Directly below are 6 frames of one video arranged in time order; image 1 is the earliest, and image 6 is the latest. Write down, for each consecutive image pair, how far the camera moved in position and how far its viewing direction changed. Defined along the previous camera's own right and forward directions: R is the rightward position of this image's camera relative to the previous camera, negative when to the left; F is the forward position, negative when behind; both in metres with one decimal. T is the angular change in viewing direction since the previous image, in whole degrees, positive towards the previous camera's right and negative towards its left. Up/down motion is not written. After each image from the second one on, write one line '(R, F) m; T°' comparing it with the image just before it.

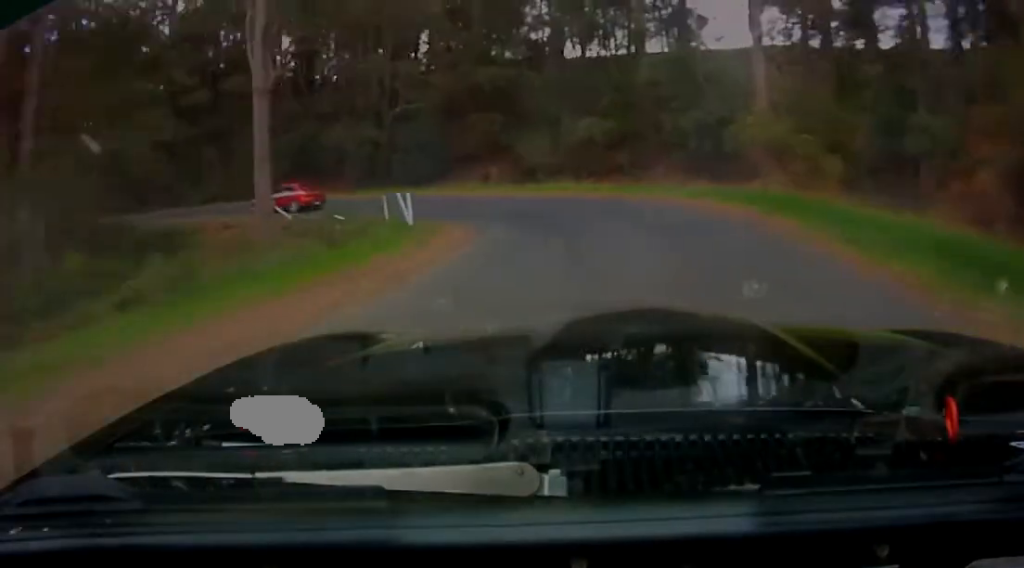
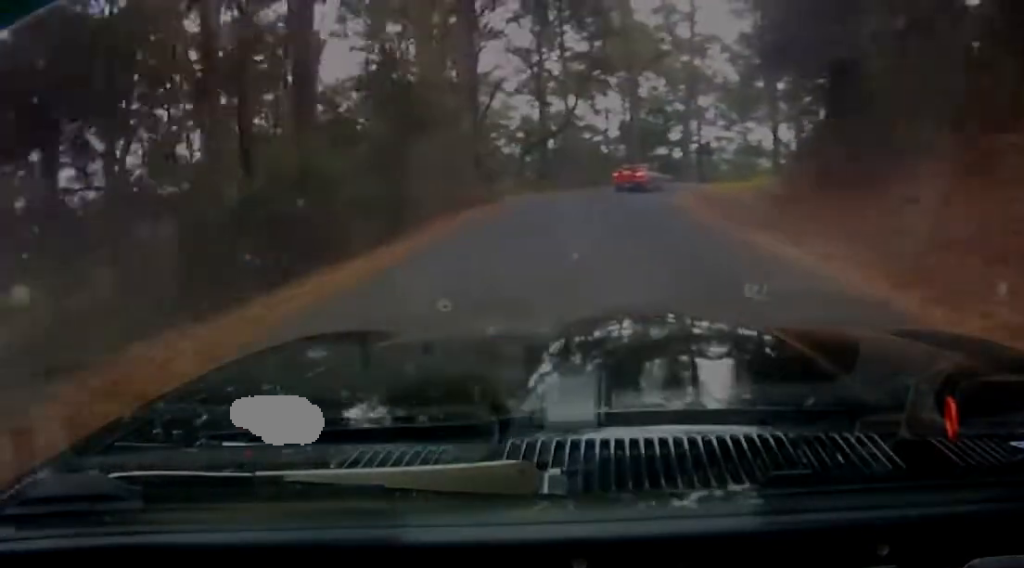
(-13.2, +74.9) m; -56°
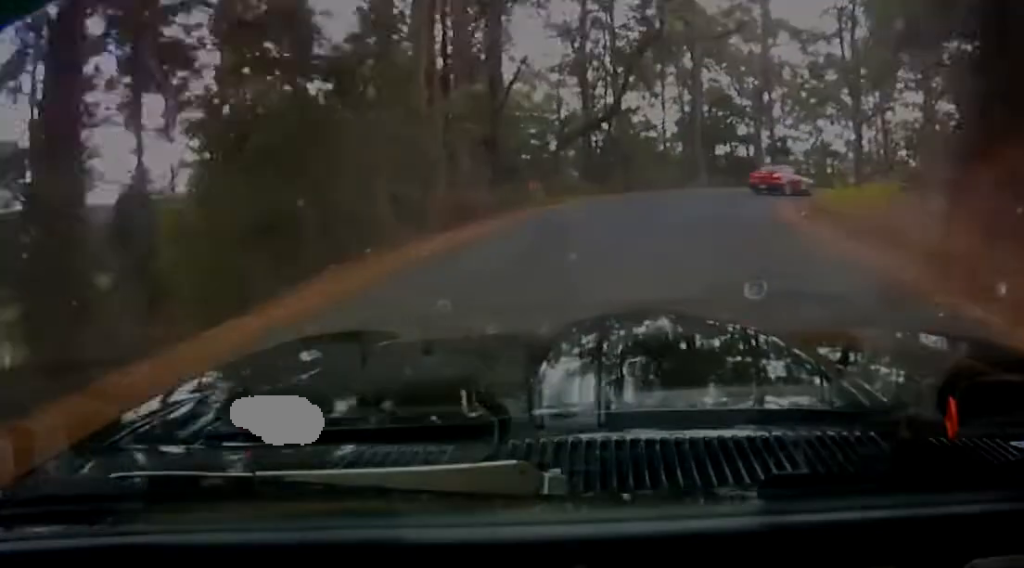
(-3.8, +9.1) m; -20°
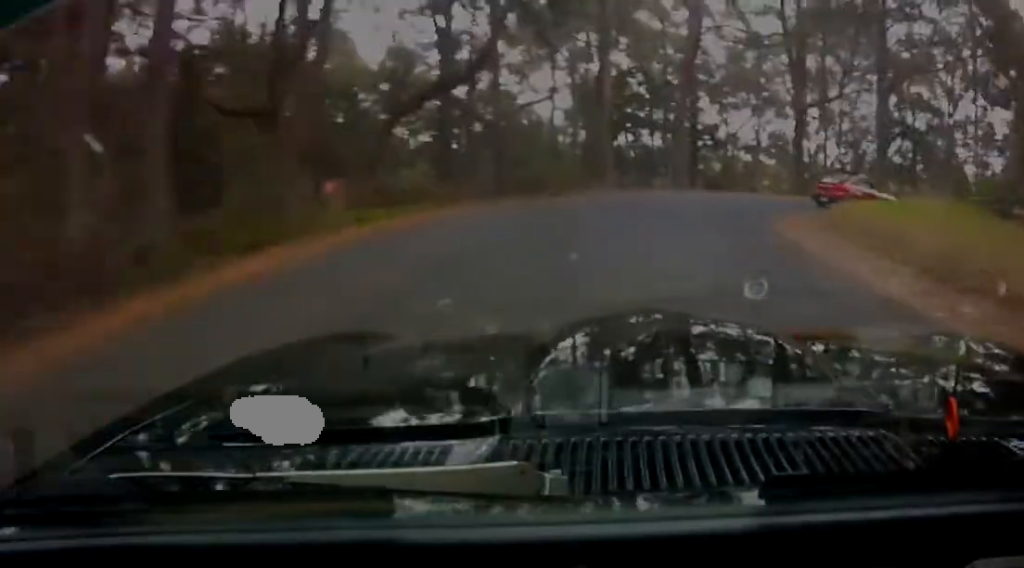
(-2.6, +11.9) m; -20°
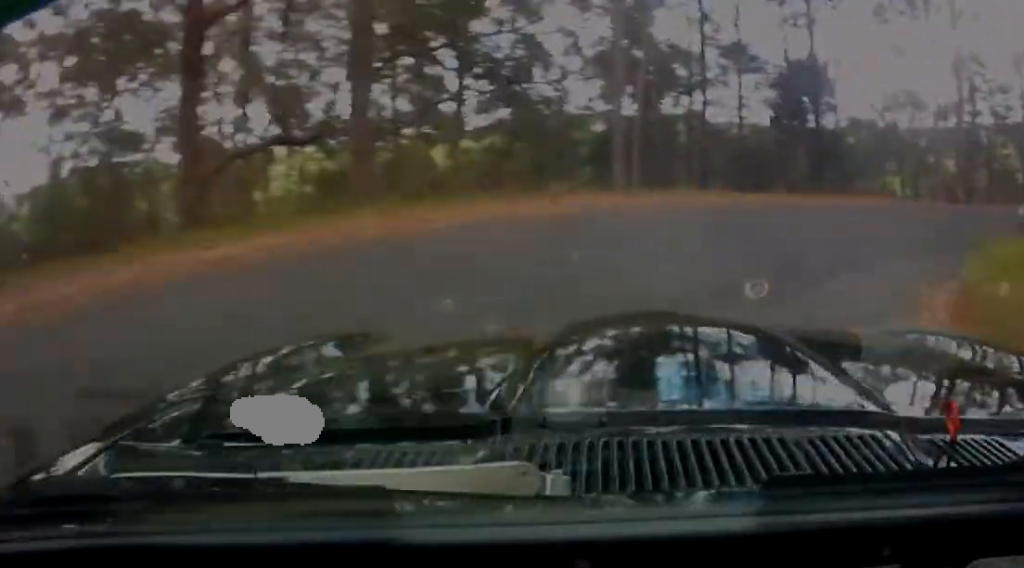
(-3.8, +30.6) m; -1°
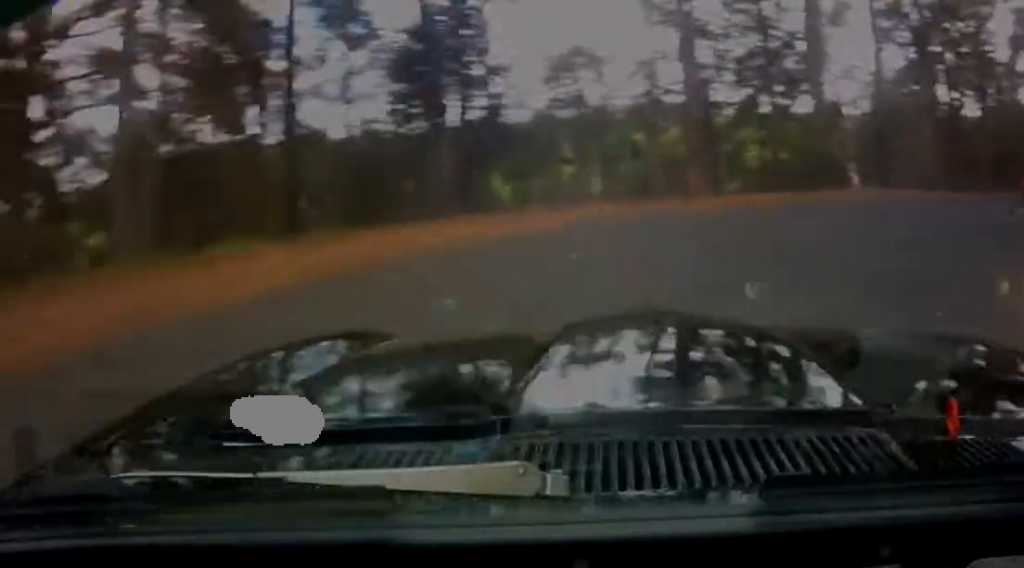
(+0.7, +12.1) m; +16°
